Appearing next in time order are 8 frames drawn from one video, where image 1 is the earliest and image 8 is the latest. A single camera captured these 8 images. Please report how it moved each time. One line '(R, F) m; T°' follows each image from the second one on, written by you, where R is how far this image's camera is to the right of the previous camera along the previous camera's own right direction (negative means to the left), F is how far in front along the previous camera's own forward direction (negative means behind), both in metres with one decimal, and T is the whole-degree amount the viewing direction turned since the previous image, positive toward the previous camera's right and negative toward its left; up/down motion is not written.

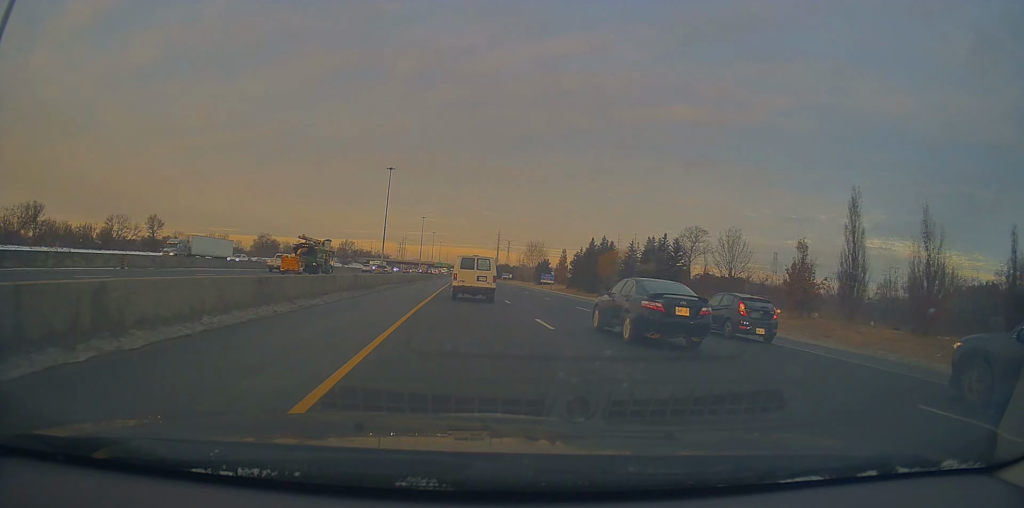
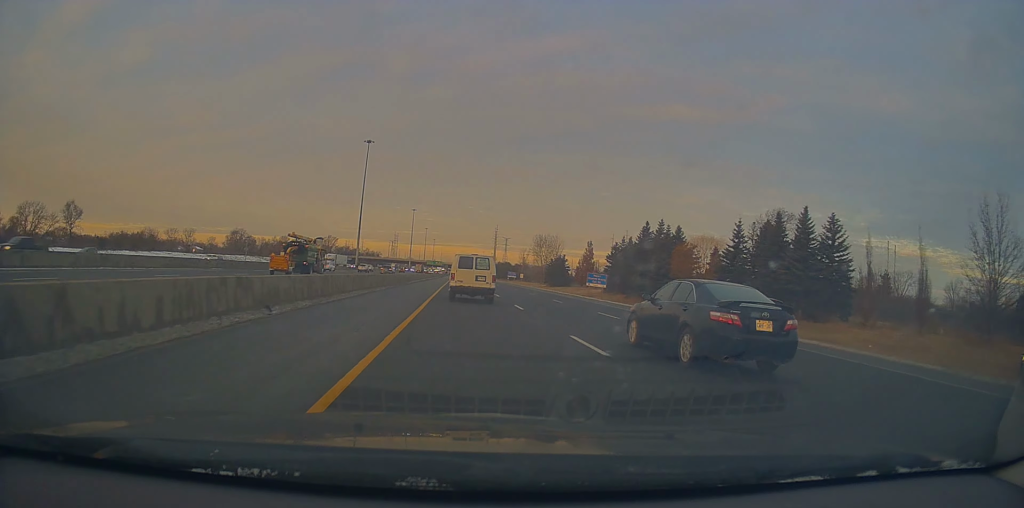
(-0.3, +40.7) m; -1°
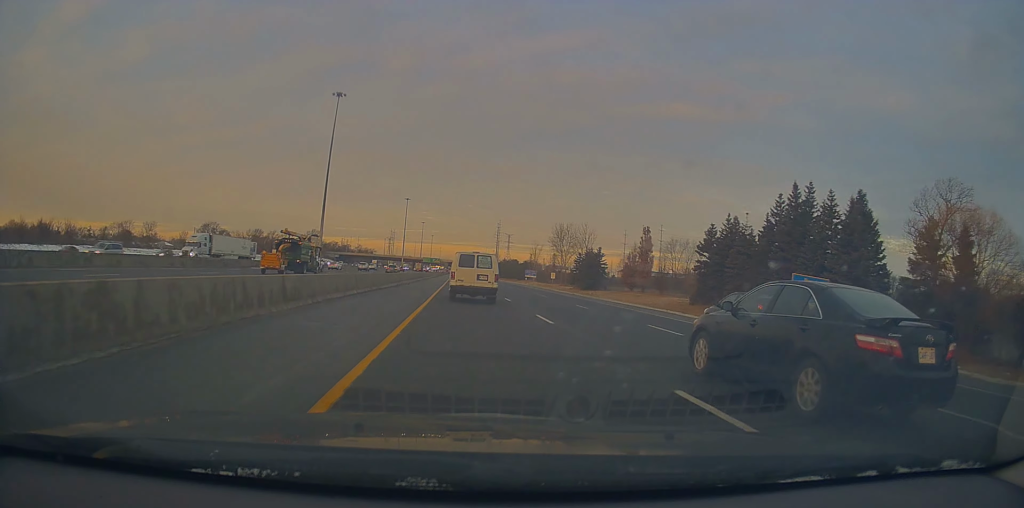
(+0.1, +42.8) m; 0°
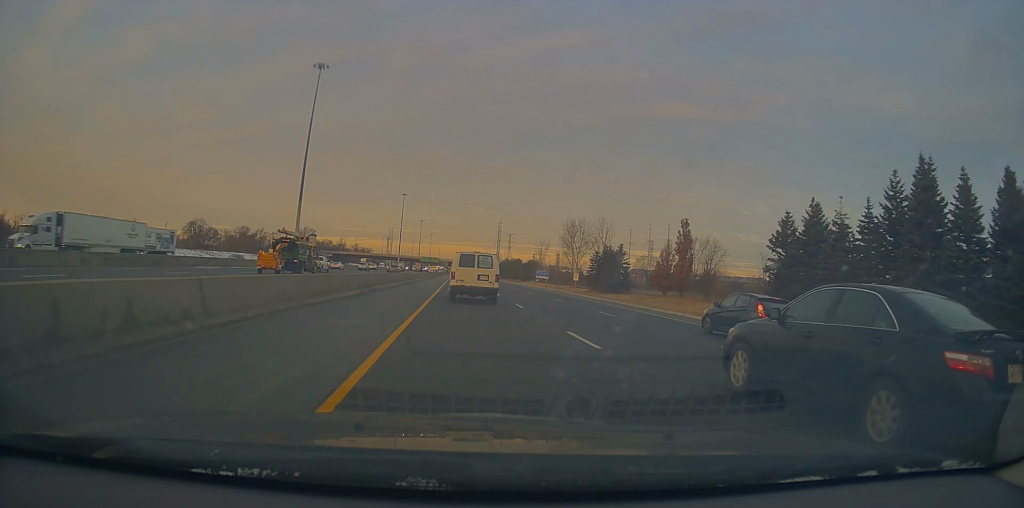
(-0.1, +17.4) m; 0°
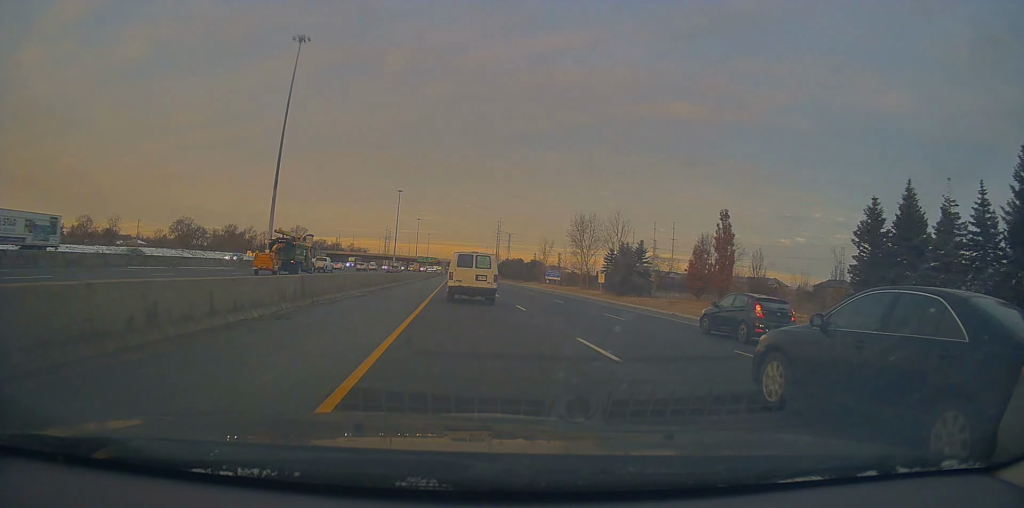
(-0.3, +13.5) m; 0°
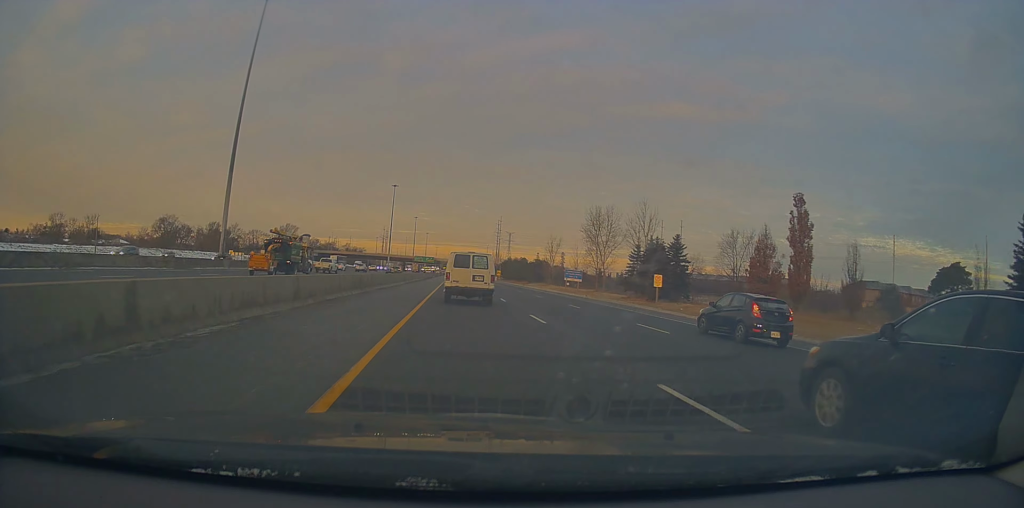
(+0.4, +17.2) m; +1°
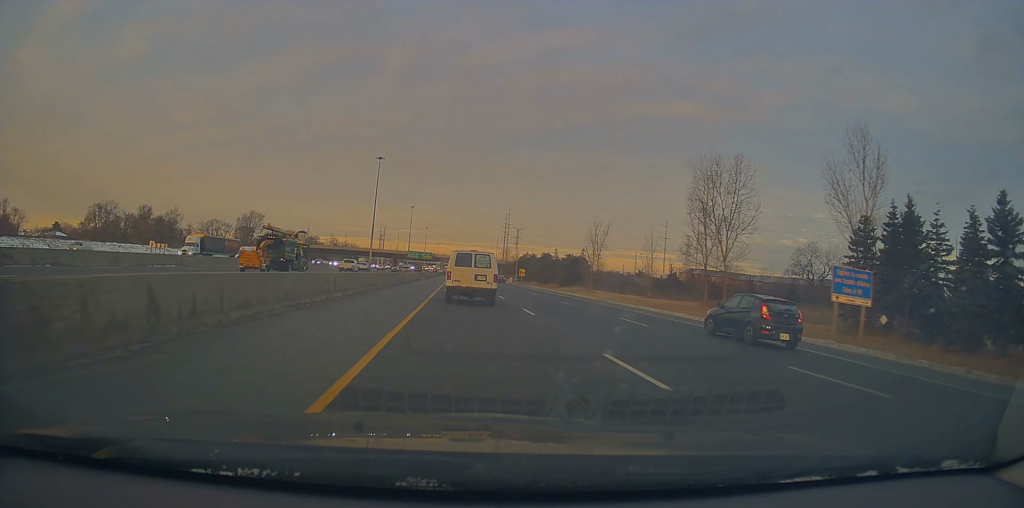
(0.0, +57.1) m; 0°
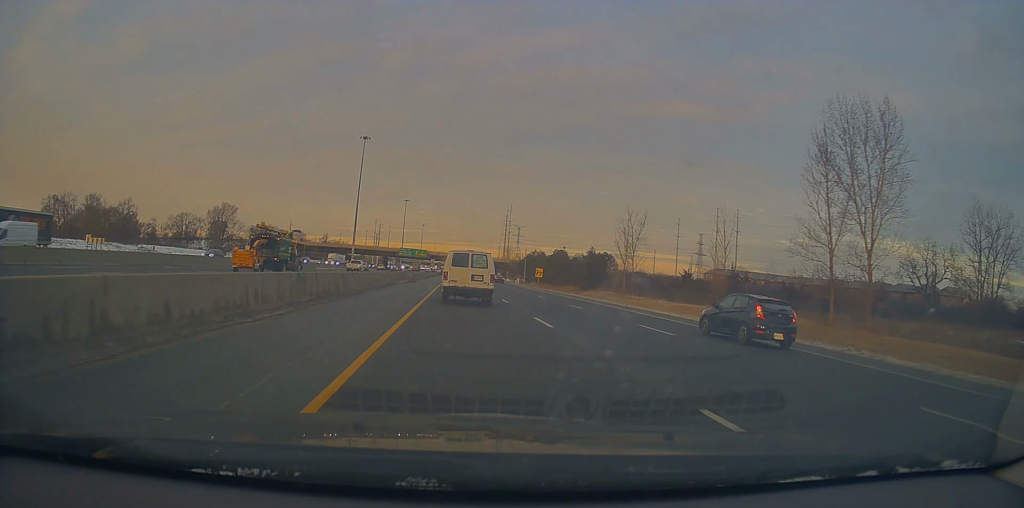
(0.0, +28.4) m; 0°
